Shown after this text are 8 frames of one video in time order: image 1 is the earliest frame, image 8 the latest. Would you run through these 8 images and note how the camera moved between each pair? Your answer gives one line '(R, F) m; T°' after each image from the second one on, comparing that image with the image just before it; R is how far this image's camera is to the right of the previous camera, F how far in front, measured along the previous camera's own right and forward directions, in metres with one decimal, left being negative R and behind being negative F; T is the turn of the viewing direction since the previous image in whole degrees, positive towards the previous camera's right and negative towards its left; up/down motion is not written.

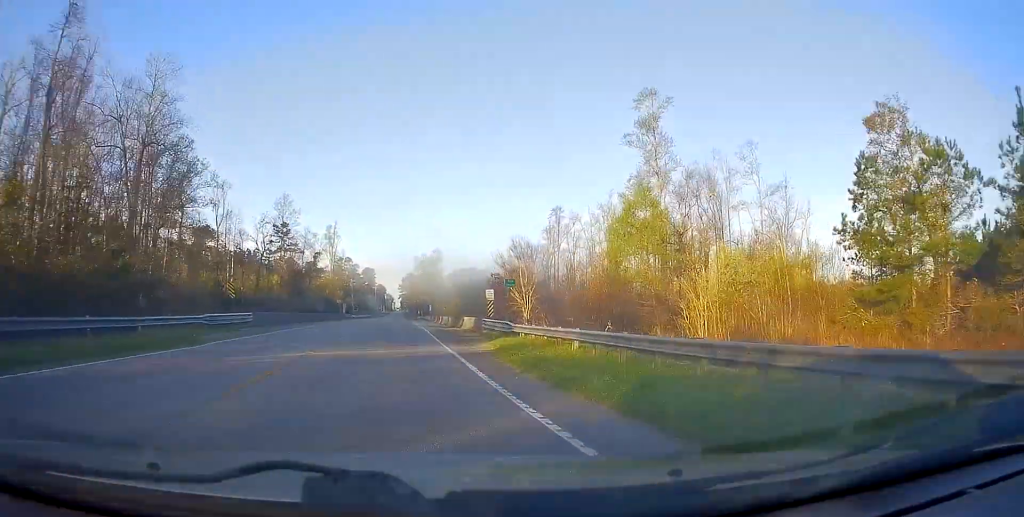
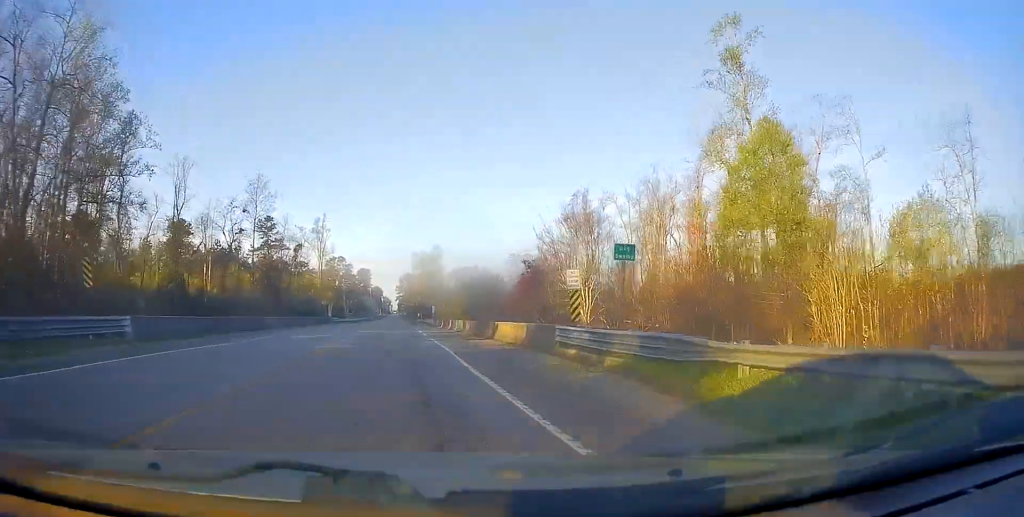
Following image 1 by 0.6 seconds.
(-0.3, +17.1) m; 0°
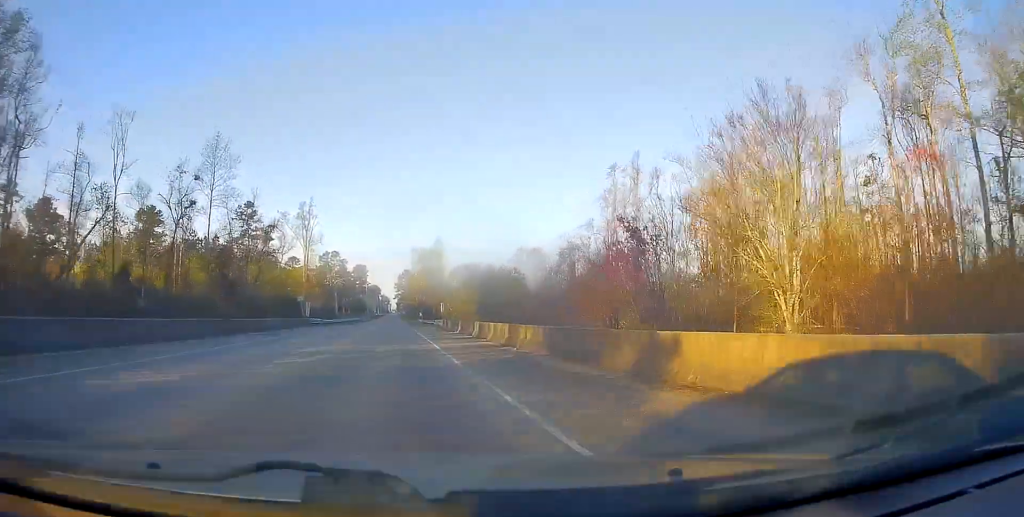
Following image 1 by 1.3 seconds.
(+0.3, +19.5) m; +1°
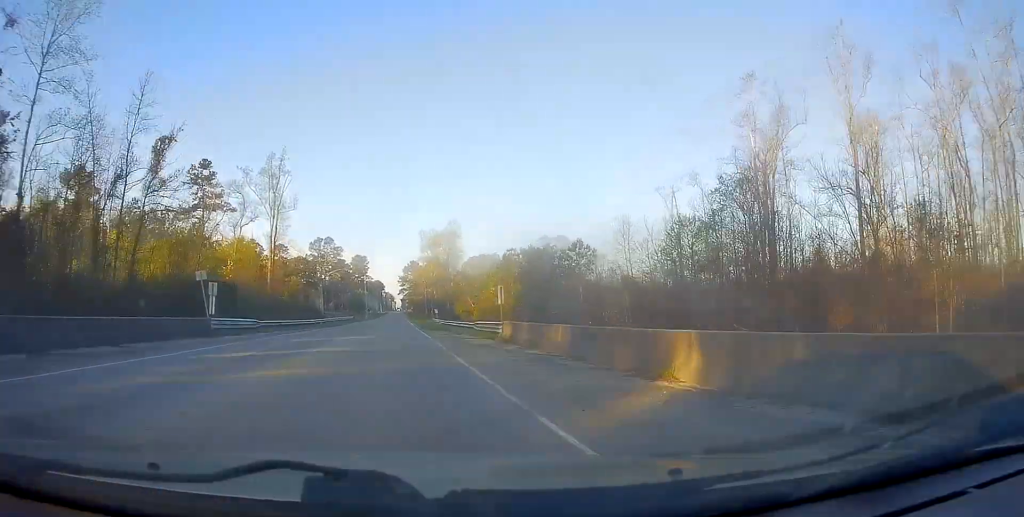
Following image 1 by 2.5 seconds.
(+0.1, +34.9) m; 0°
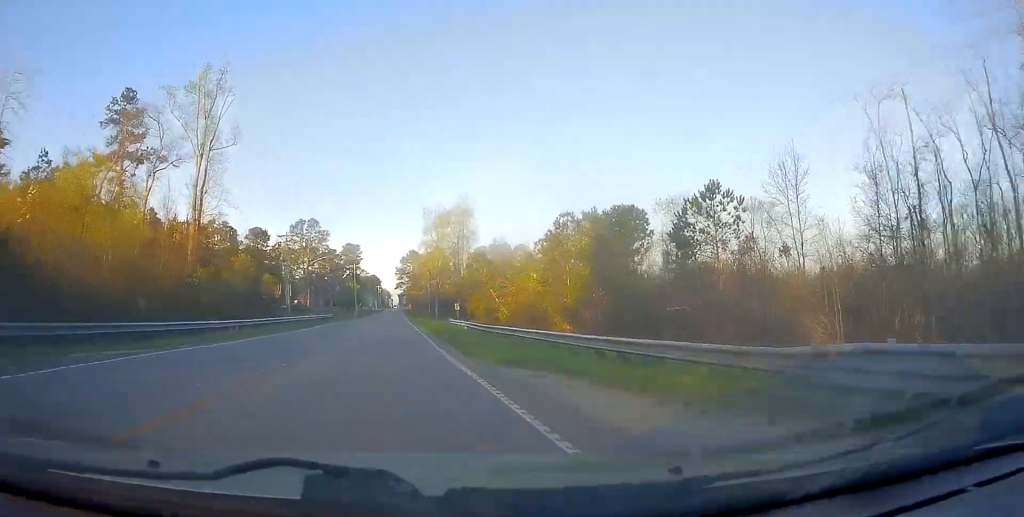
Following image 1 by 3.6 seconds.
(+0.2, +30.2) m; 0°
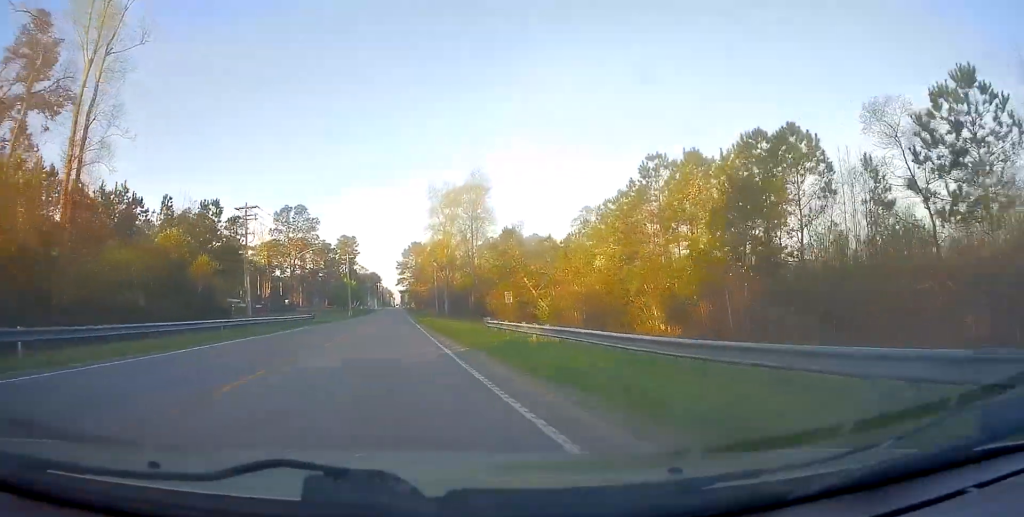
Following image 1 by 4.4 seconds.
(-0.1, +21.0) m; -1°
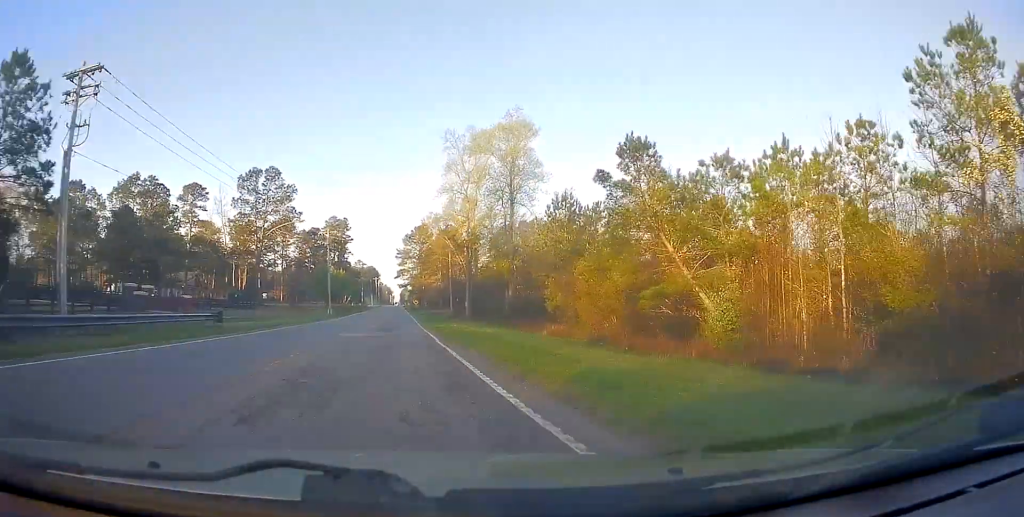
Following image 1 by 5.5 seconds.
(-0.5, +32.9) m; +1°
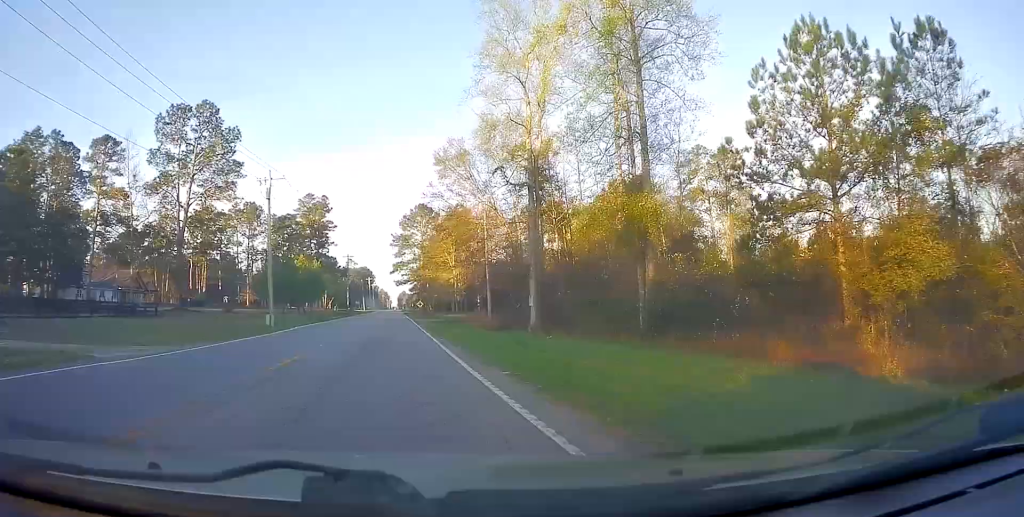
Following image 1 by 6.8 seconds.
(+0.9, +37.3) m; 0°
